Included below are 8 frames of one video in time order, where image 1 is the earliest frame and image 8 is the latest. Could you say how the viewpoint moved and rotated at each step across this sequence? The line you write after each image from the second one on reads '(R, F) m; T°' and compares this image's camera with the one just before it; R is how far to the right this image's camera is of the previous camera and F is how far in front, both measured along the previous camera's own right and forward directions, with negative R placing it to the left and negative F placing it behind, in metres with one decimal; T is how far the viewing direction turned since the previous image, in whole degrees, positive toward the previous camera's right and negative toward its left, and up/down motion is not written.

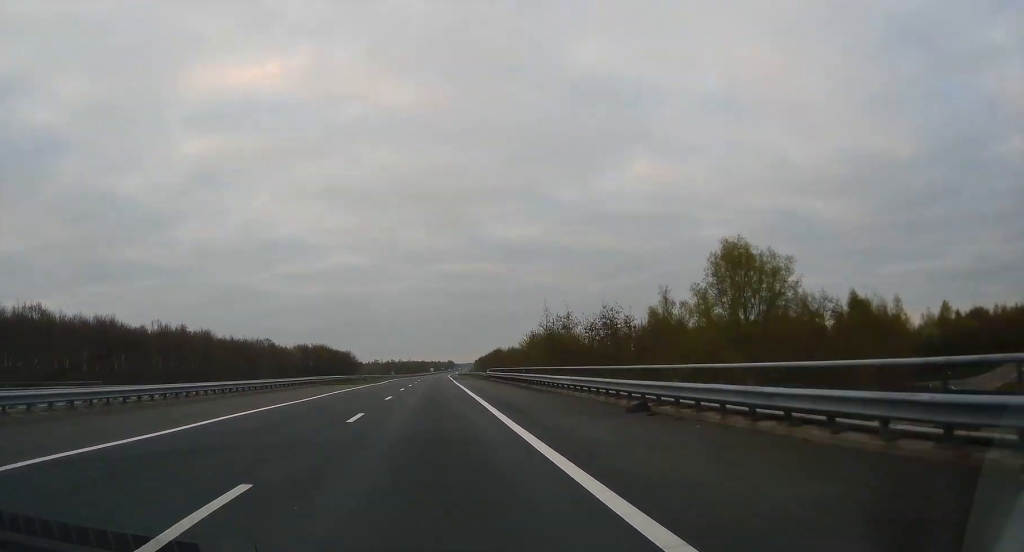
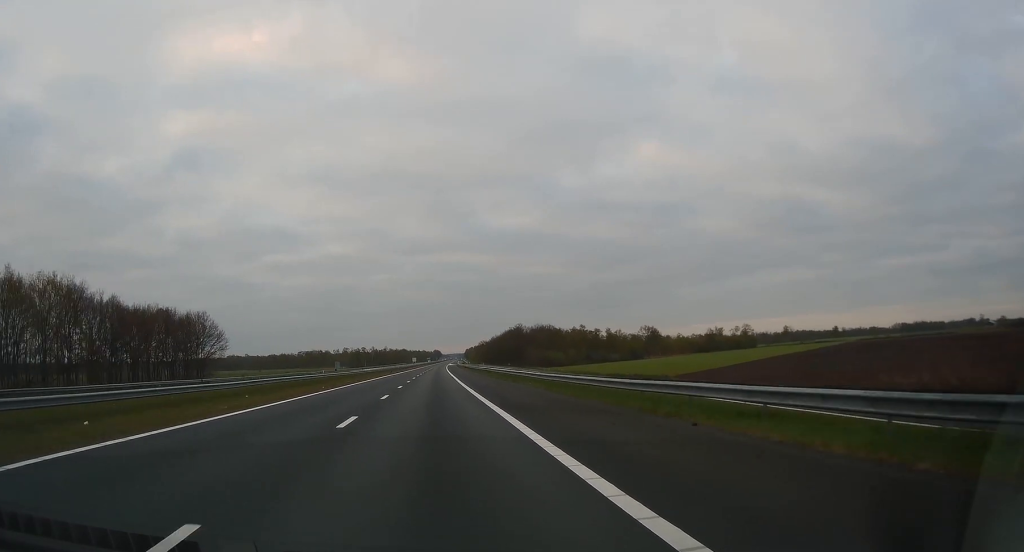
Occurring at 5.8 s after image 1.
(+1.3, +171.1) m; +1°
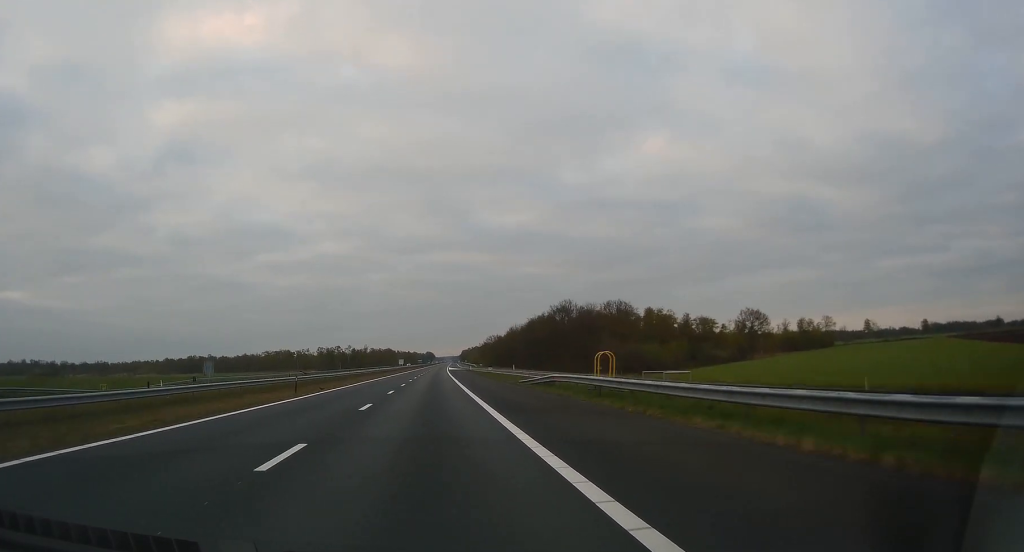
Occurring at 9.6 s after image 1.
(+0.5, +114.0) m; 0°
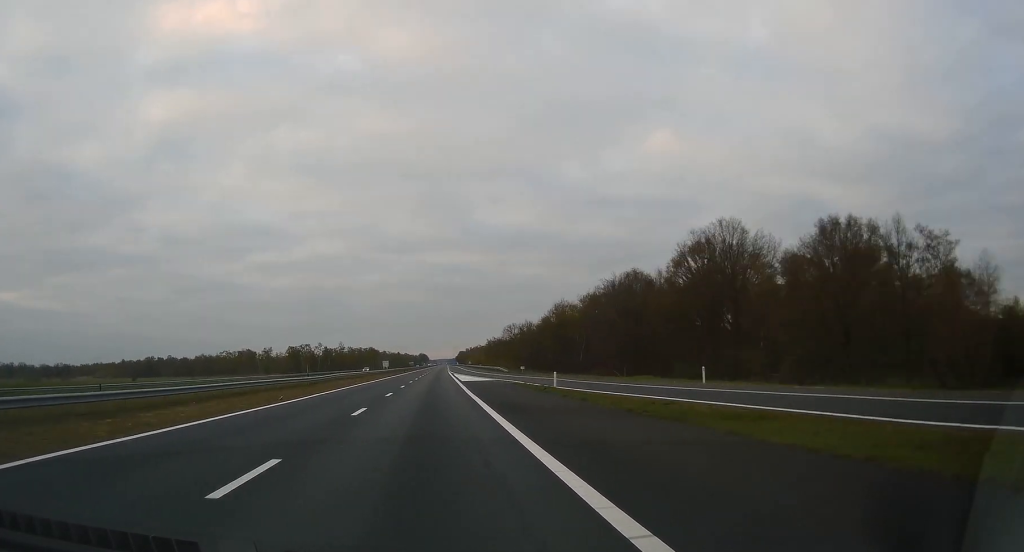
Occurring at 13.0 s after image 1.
(0.0, +99.6) m; +1°
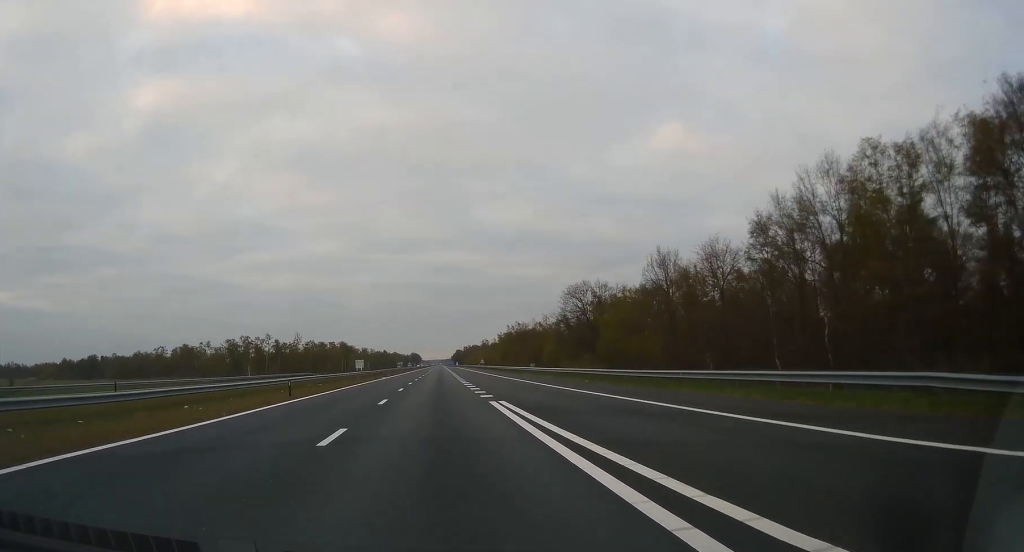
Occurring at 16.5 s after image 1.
(+1.2, +104.2) m; +1°
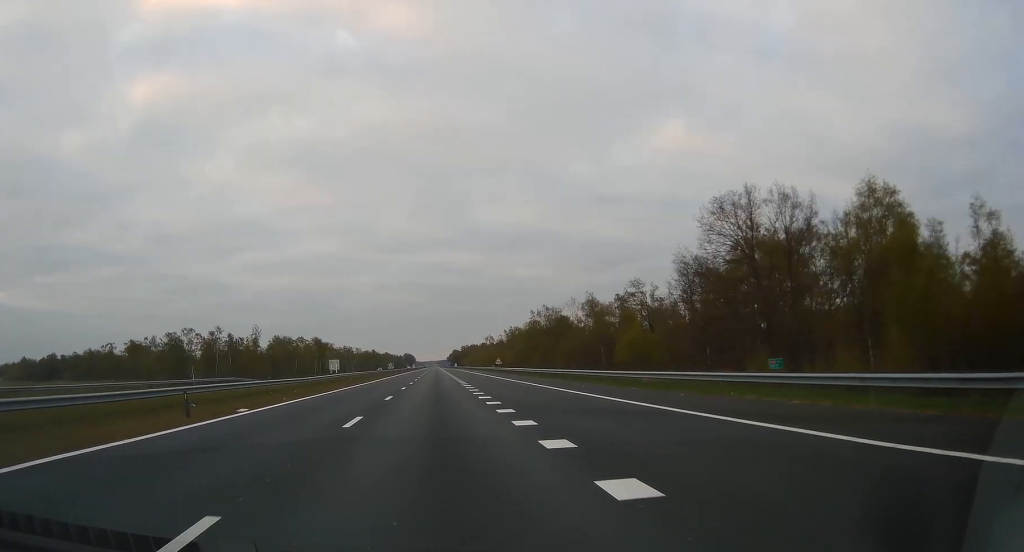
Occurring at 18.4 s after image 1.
(+0.2, +56.8) m; 0°
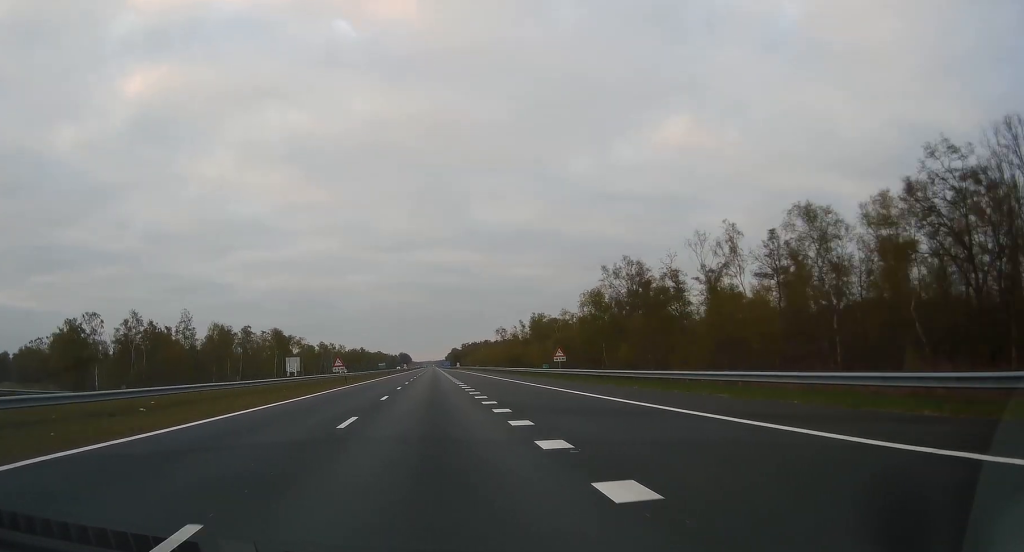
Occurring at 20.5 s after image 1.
(+0.2, +61.6) m; 0°
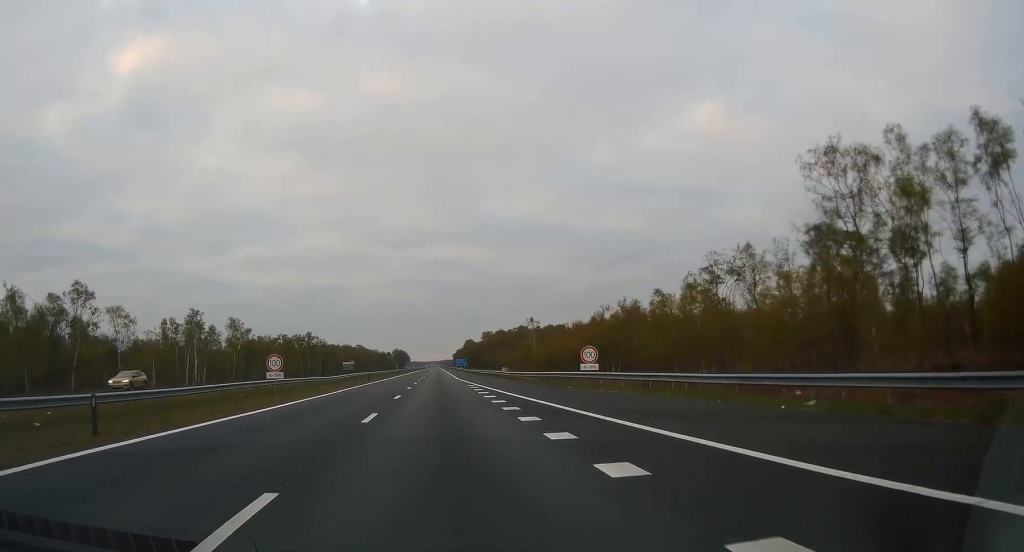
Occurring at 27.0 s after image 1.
(0.0, +194.0) m; 0°
